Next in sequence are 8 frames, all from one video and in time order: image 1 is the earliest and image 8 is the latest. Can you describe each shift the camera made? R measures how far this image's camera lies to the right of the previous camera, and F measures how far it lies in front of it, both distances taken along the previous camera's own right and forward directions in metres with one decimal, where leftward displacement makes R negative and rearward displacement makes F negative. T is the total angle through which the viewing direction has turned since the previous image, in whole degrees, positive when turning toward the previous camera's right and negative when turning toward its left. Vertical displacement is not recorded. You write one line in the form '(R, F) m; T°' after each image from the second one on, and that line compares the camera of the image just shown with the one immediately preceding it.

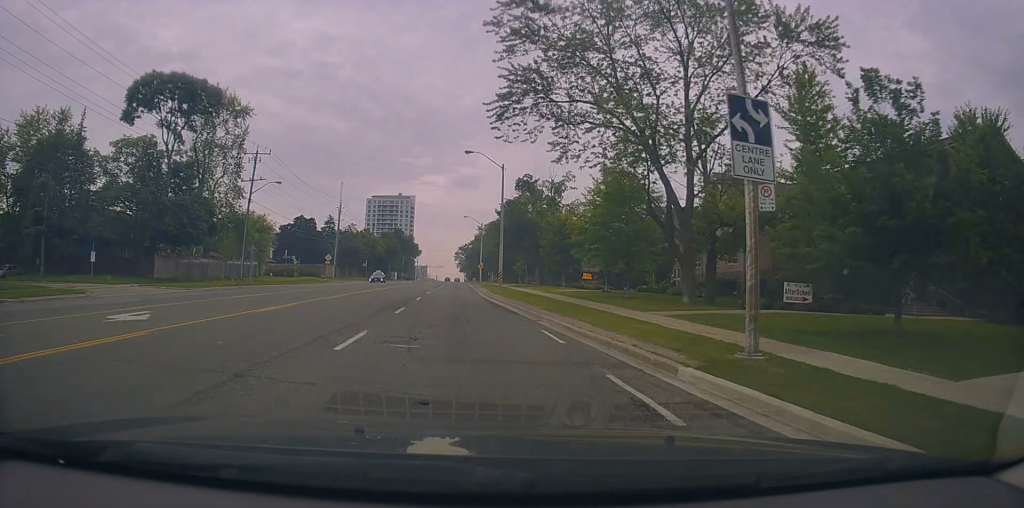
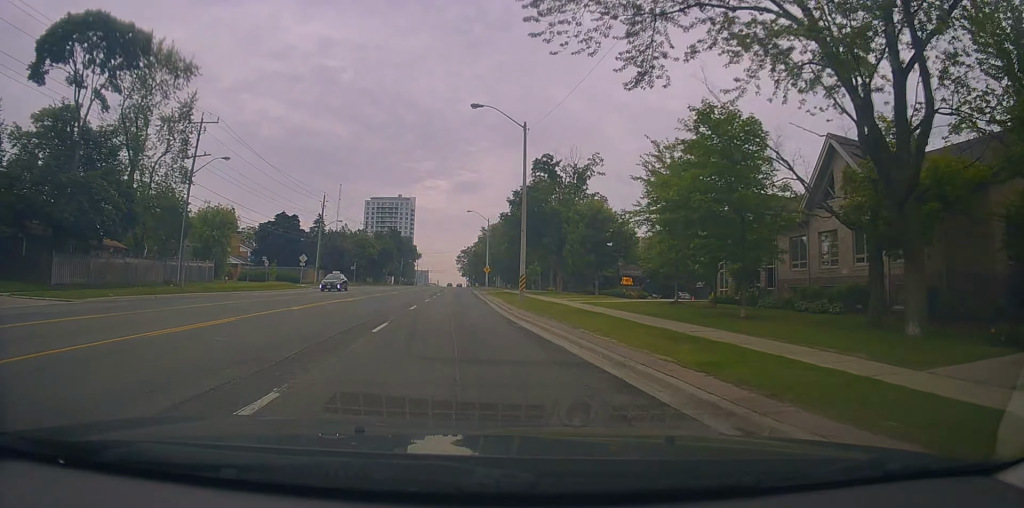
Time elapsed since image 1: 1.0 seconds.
(-0.2, +14.1) m; 0°
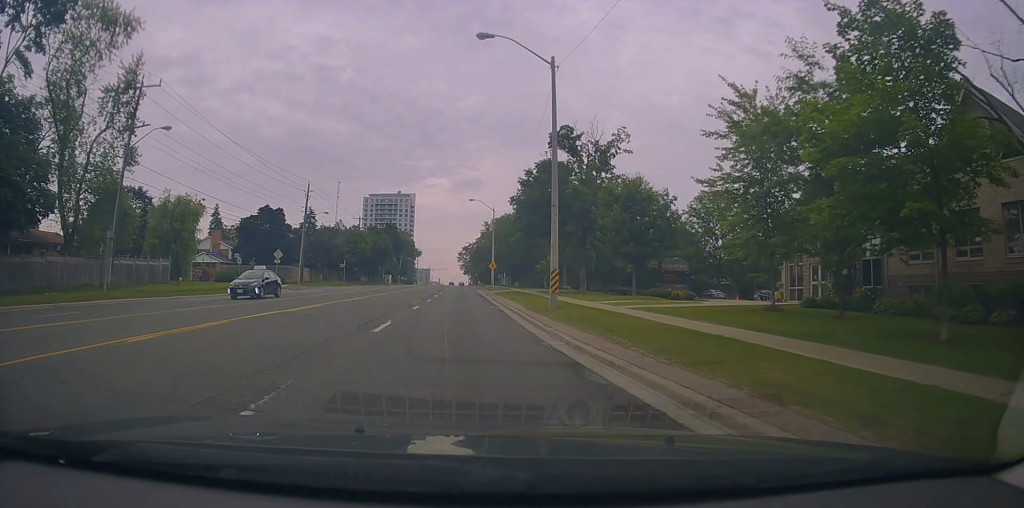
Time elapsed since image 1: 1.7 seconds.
(+0.4, +10.0) m; 0°
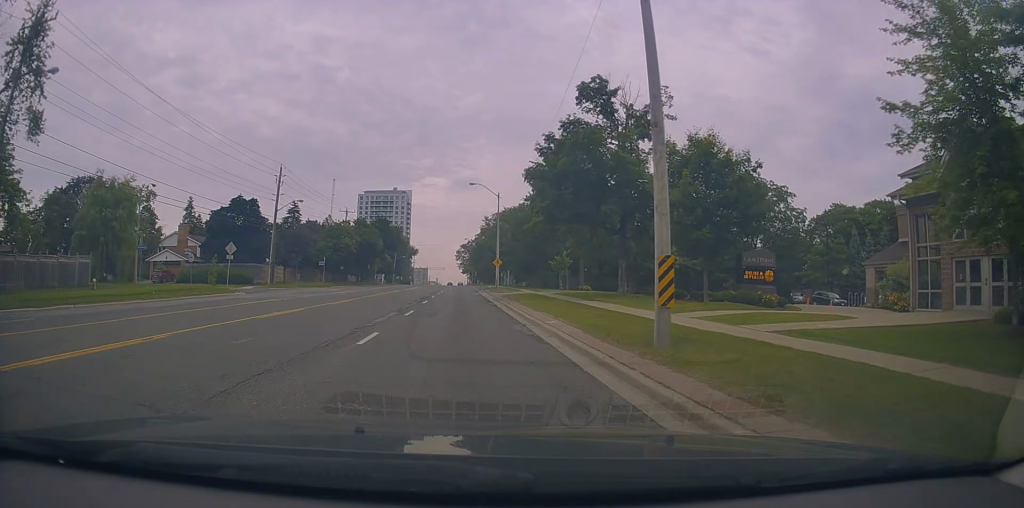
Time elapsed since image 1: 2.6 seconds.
(-0.5, +11.9) m; -2°
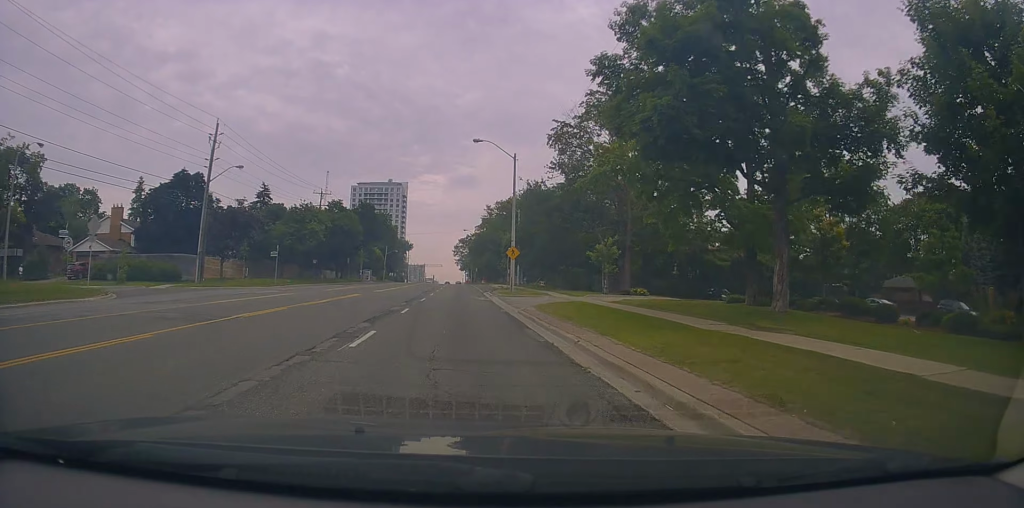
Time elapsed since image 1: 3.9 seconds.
(-0.1, +18.6) m; -1°
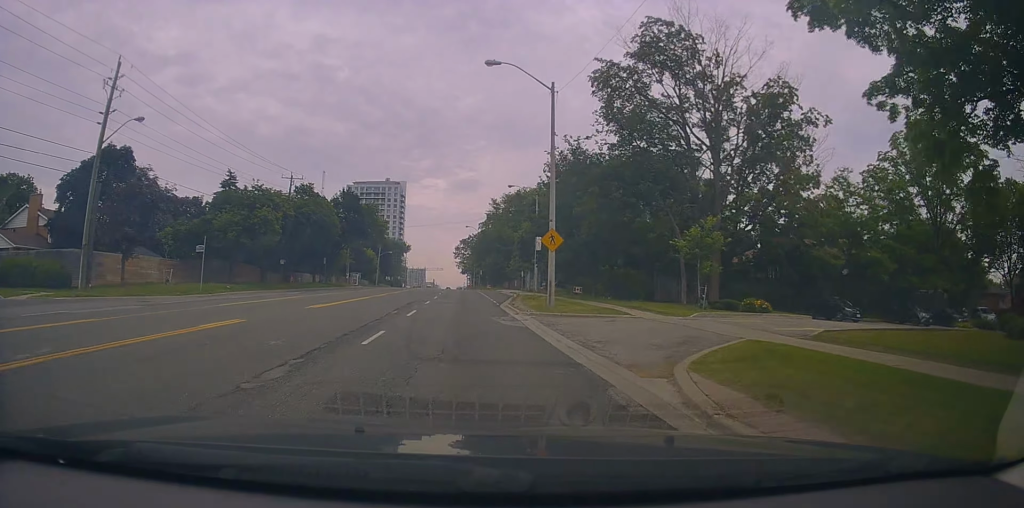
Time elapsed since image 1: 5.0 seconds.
(-0.3, +16.8) m; 0°
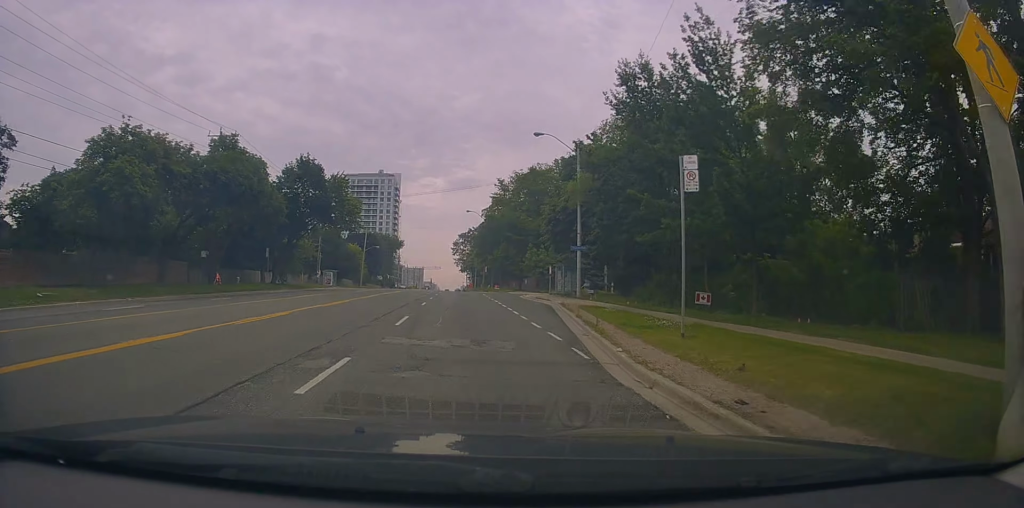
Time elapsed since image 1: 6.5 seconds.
(+0.2, +21.5) m; 0°
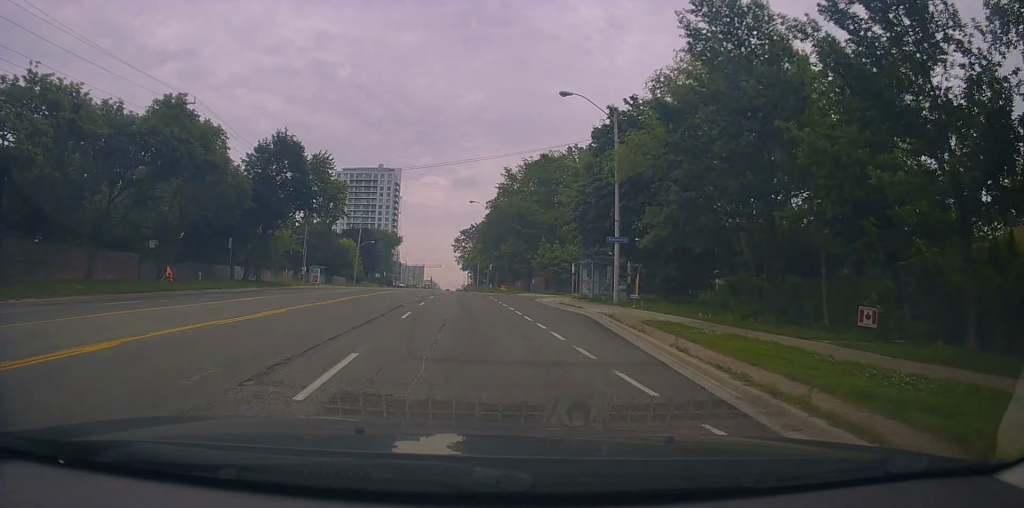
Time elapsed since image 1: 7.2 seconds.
(-0.1, +9.4) m; 0°
